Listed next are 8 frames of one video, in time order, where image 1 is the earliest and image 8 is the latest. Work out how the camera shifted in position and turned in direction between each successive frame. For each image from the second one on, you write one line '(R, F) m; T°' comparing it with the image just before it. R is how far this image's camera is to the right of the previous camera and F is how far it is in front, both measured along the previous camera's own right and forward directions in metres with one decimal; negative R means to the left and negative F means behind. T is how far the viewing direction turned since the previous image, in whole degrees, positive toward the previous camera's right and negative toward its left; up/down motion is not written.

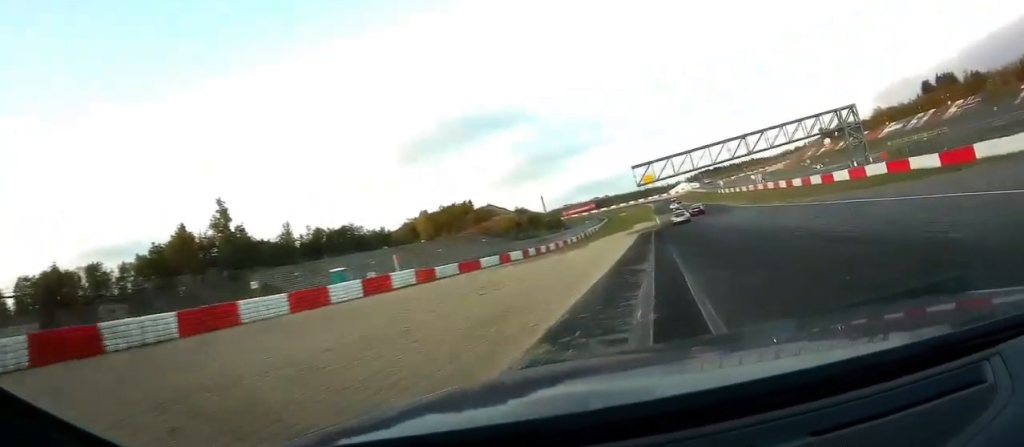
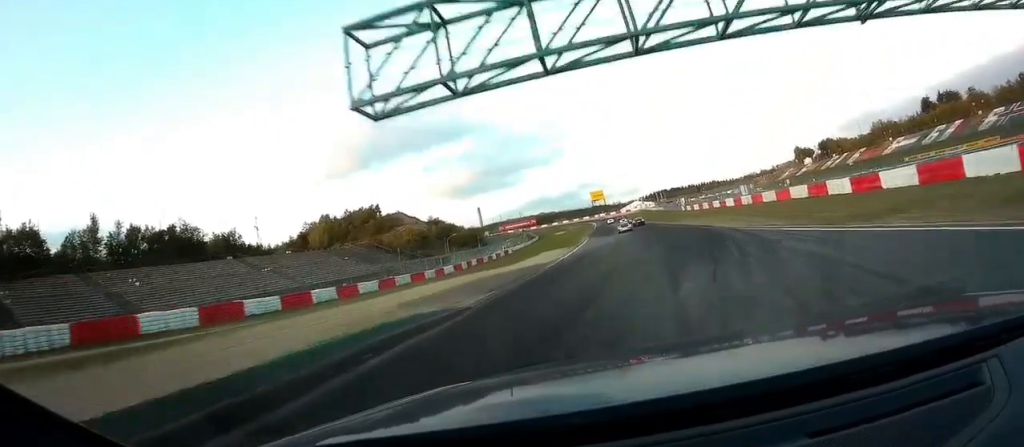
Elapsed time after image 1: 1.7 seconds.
(+4.0, +47.2) m; +5°
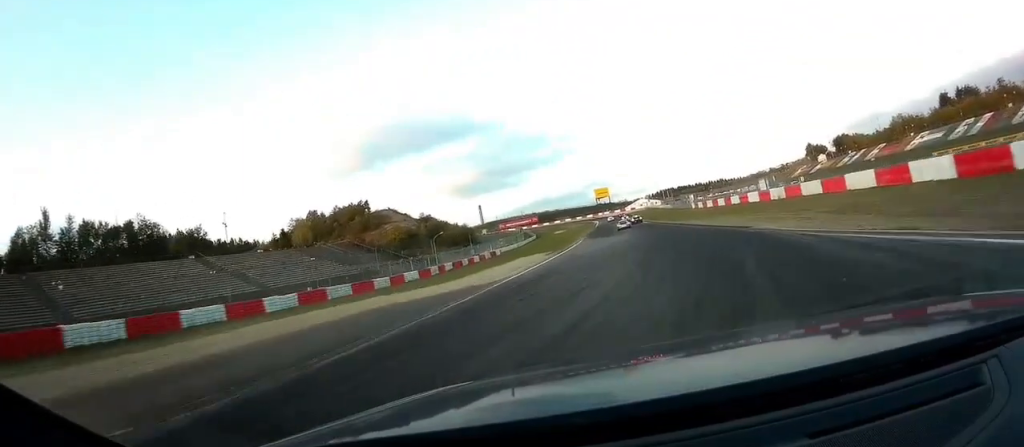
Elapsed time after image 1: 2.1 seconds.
(0.0, +13.2) m; 0°
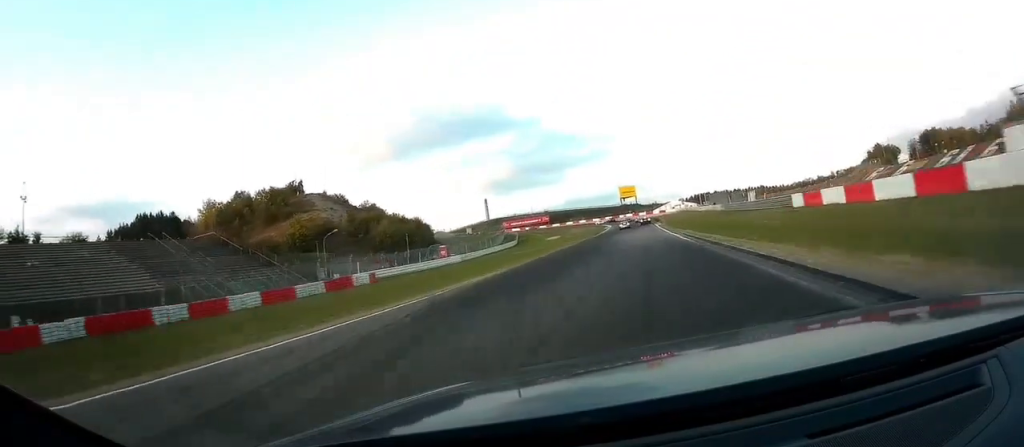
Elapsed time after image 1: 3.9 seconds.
(-1.0, +57.5) m; -3°
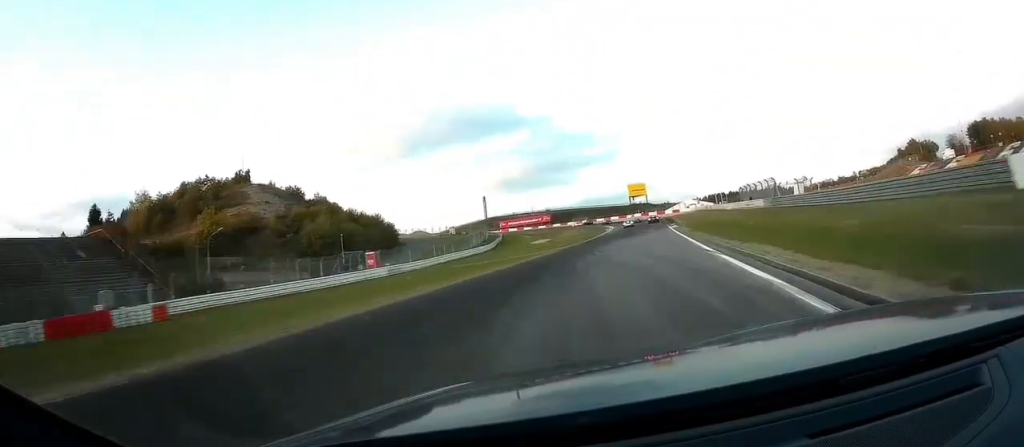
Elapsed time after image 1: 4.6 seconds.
(-0.3, +26.0) m; -1°
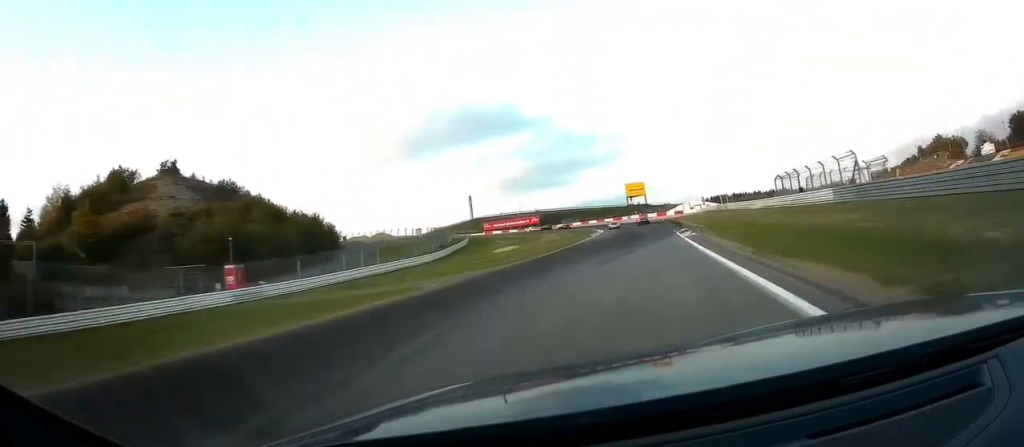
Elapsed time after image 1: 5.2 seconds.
(-0.1, +22.6) m; -1°
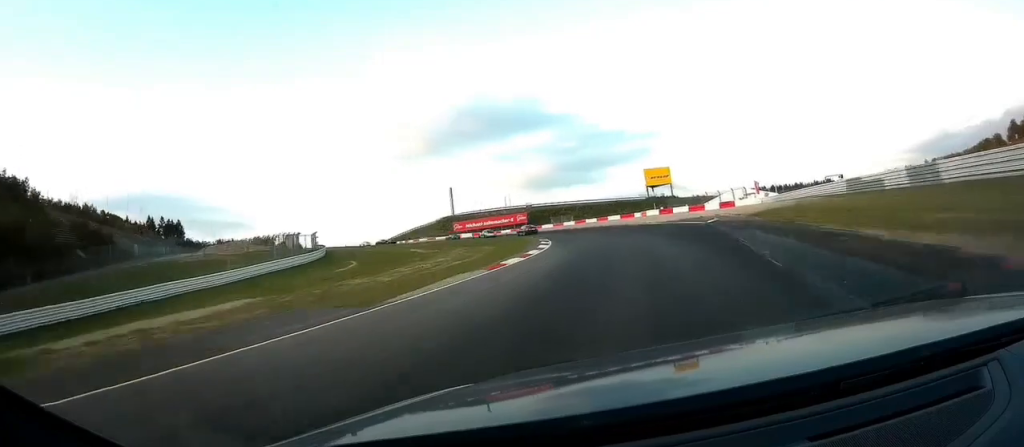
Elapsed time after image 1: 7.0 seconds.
(-1.0, +62.6) m; -2°
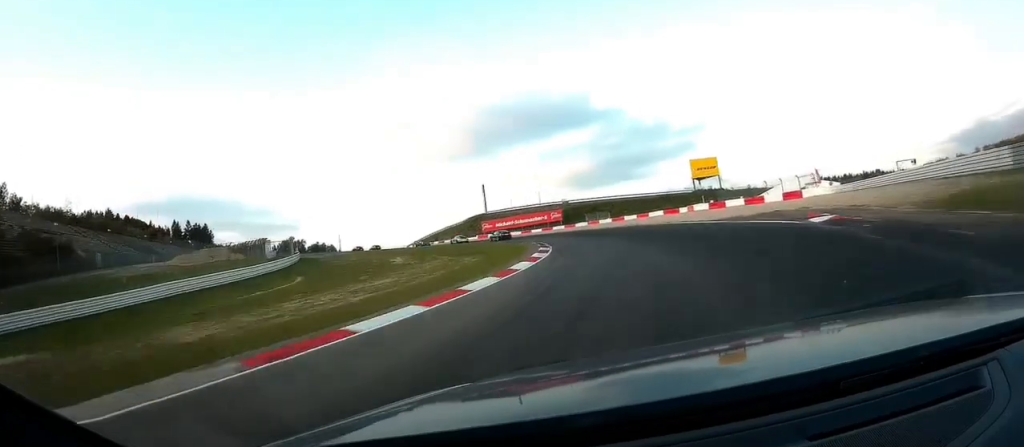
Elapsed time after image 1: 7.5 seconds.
(-0.1, +17.9) m; -7°
